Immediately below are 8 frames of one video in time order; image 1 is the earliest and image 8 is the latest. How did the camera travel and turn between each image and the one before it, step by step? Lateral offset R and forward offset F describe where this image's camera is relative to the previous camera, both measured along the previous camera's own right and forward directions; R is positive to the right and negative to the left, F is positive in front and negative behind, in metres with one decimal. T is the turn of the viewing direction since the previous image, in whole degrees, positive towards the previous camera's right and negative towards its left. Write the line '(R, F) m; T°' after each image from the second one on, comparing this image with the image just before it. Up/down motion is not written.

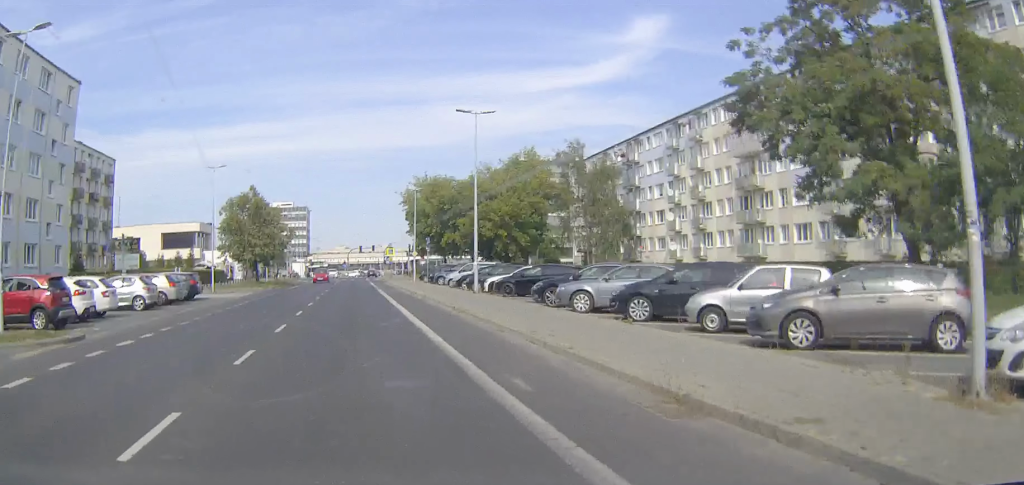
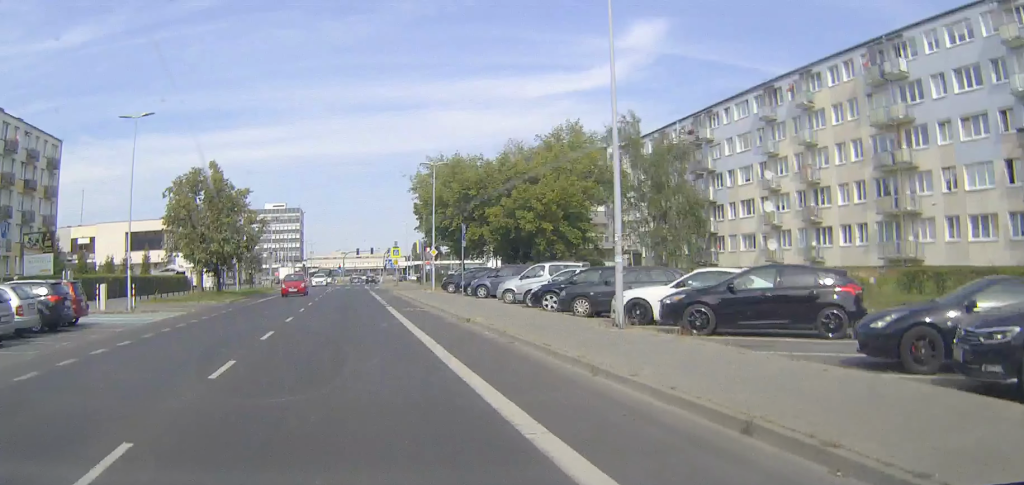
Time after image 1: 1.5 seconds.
(+0.1, +20.0) m; 0°
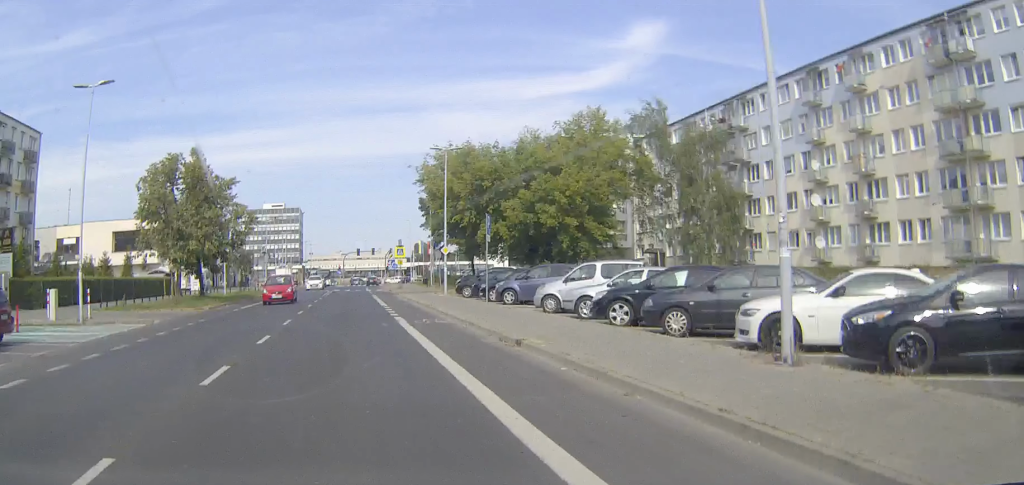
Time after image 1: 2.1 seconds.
(0.0, +6.5) m; 0°
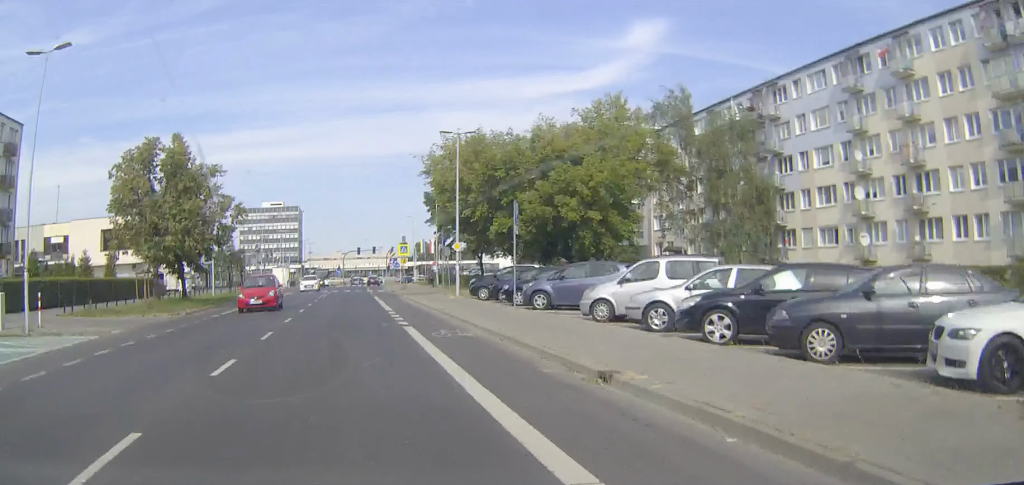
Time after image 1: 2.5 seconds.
(0.0, +5.3) m; 0°
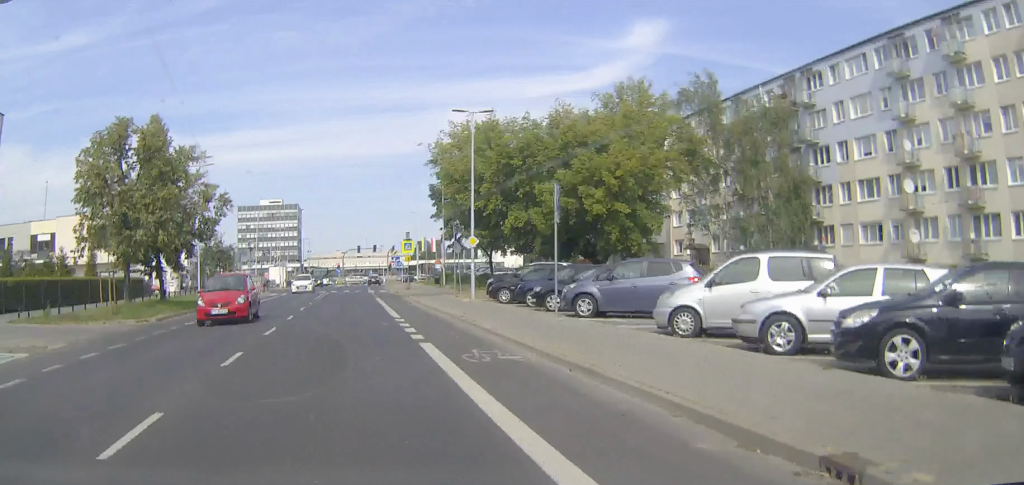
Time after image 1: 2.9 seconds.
(+0.1, +5.0) m; 0°
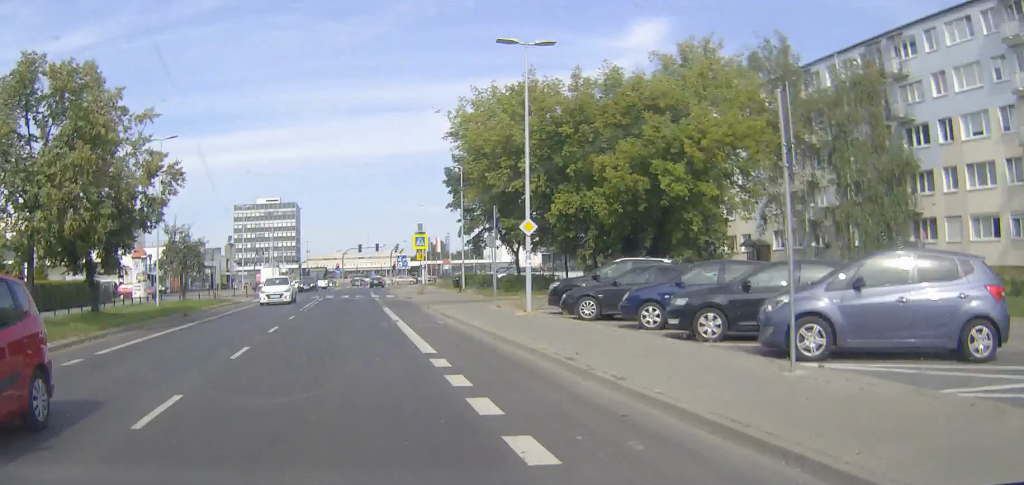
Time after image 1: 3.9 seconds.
(+0.1, +11.0) m; 0°
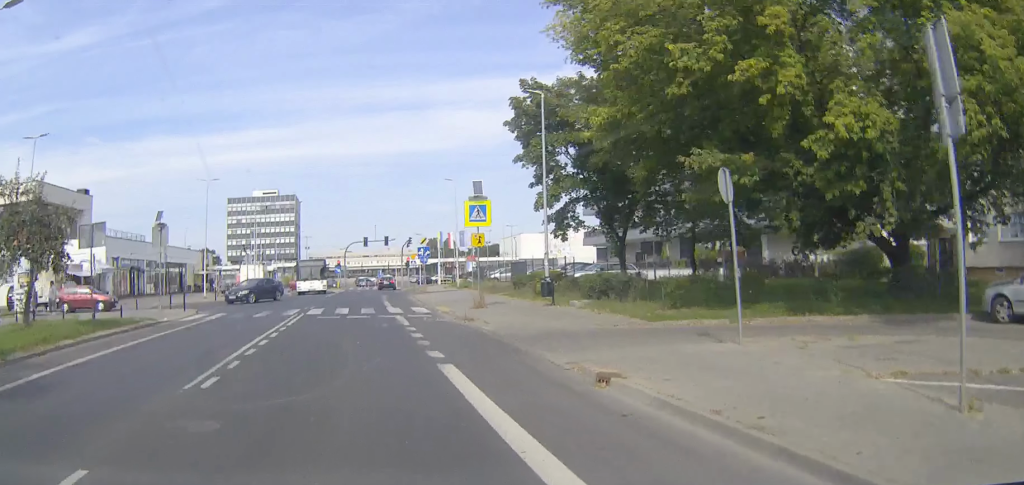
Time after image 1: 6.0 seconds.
(-0.2, +22.0) m; -1°
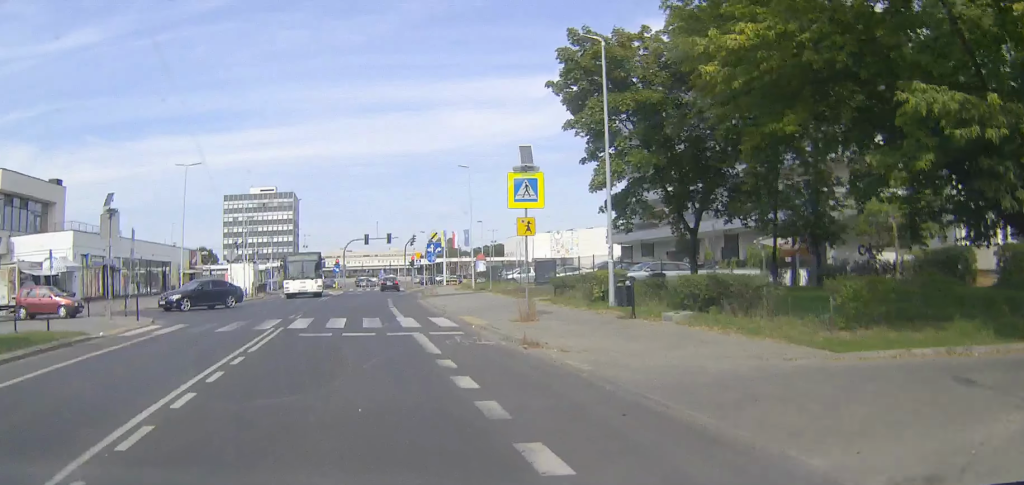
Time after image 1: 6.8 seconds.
(0.0, +7.8) m; -1°
